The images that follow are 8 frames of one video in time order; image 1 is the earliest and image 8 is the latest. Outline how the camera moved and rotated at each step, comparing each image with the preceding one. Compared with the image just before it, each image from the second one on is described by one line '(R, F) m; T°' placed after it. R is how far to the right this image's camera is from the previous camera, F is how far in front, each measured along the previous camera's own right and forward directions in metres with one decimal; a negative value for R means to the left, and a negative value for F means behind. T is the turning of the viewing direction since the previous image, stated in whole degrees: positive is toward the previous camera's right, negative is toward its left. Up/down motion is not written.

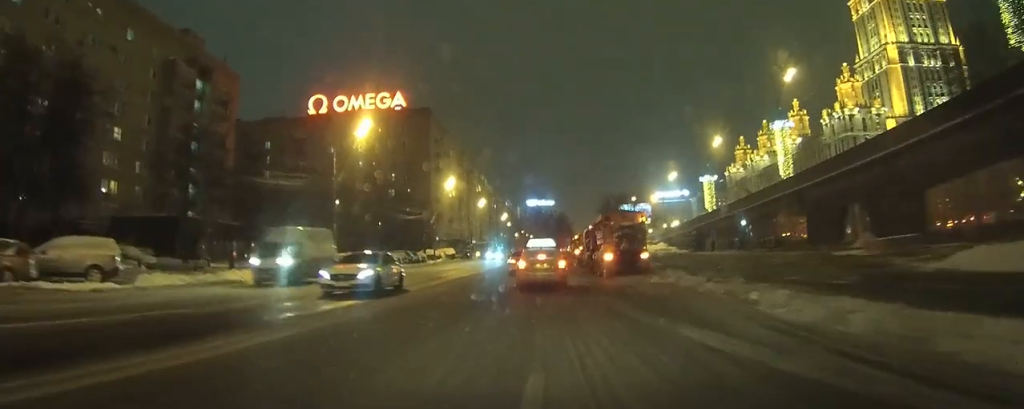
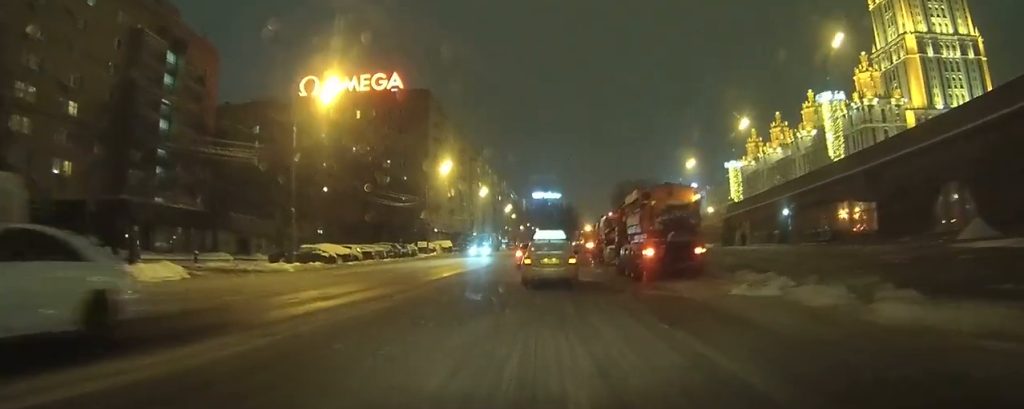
(+0.4, +11.1) m; +3°
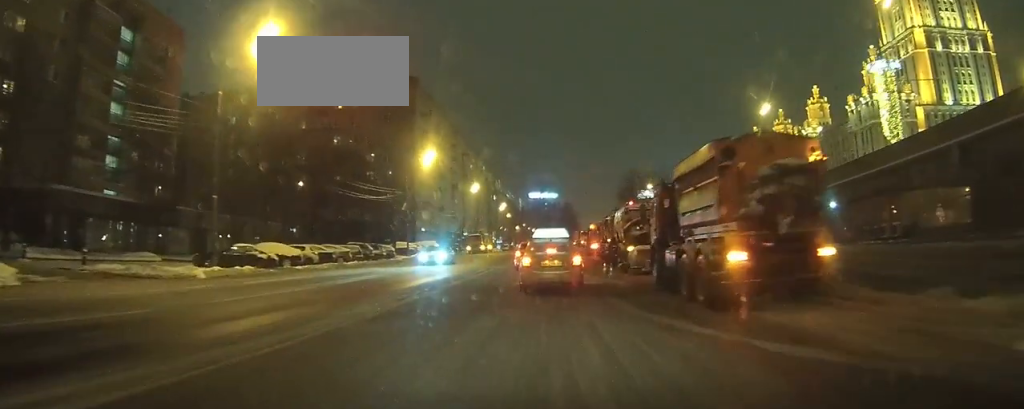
(+0.2, +10.6) m; +1°
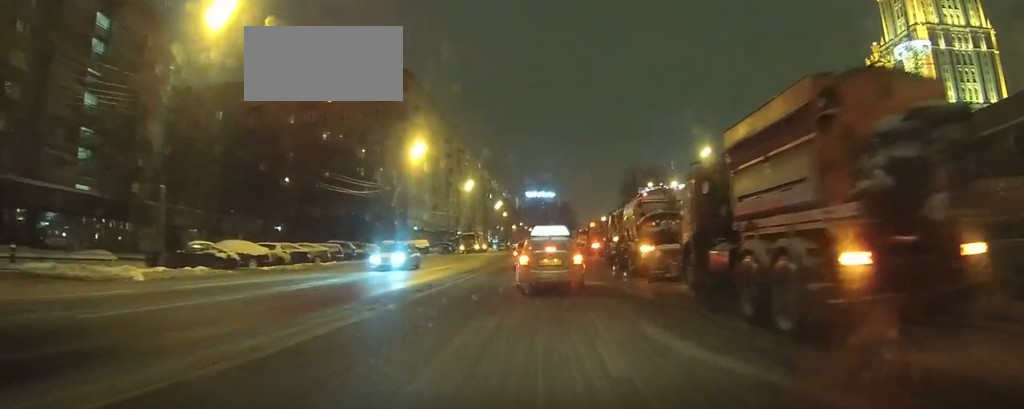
(0.0, +4.4) m; 0°
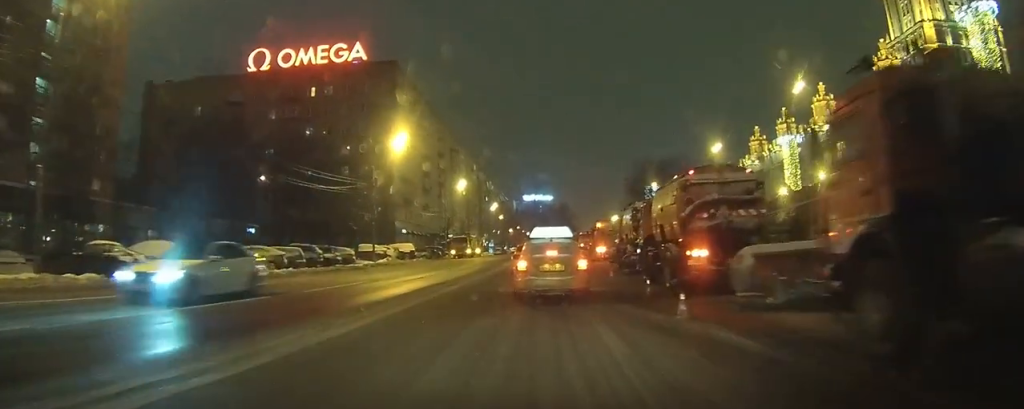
(0.0, +6.4) m; 0°
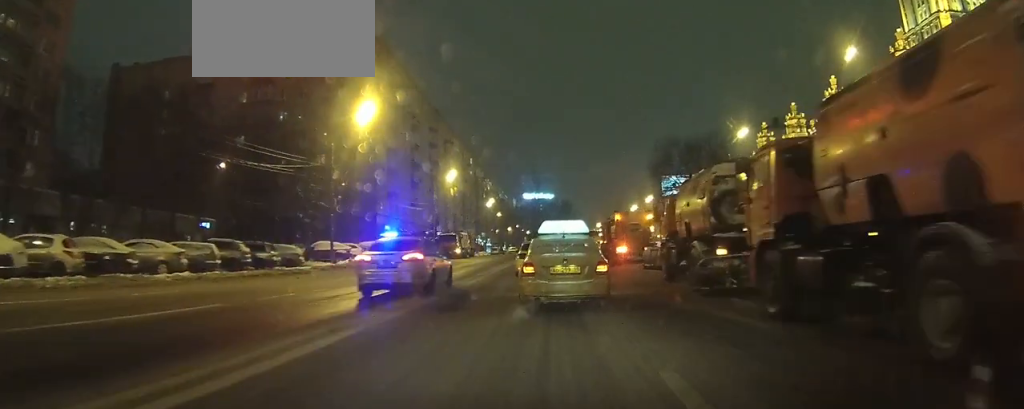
(0.0, +7.9) m; -1°
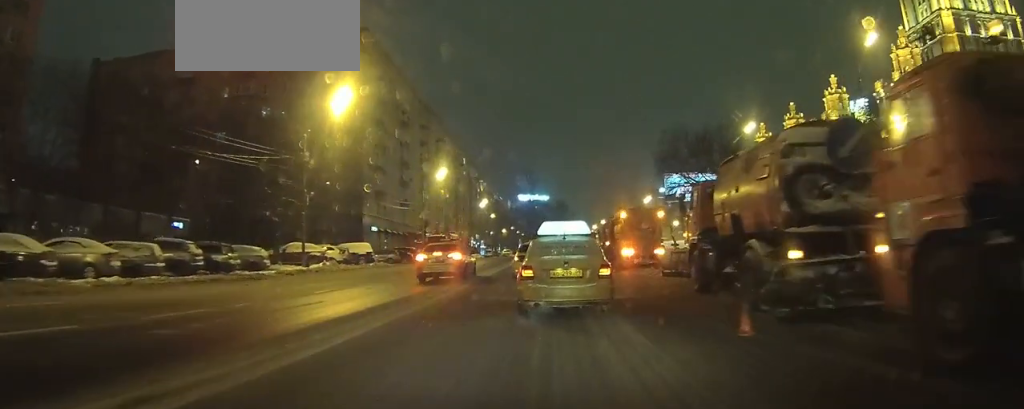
(0.0, +3.6) m; +2°
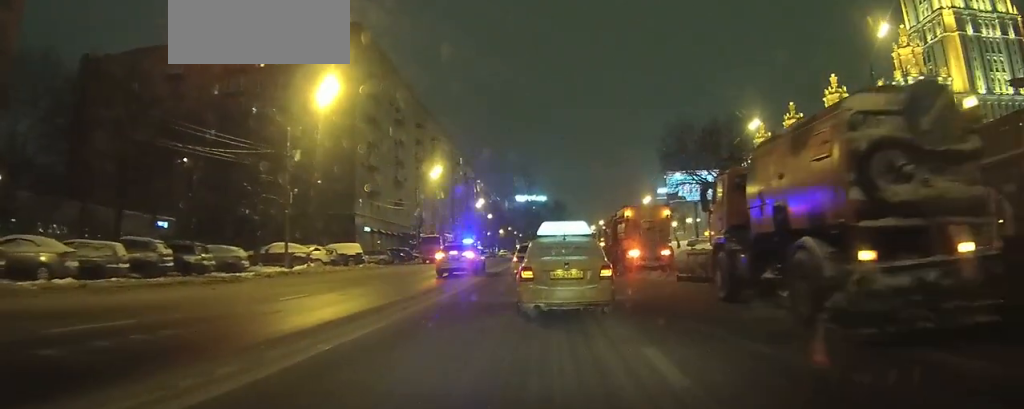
(0.0, +2.2) m; +1°
